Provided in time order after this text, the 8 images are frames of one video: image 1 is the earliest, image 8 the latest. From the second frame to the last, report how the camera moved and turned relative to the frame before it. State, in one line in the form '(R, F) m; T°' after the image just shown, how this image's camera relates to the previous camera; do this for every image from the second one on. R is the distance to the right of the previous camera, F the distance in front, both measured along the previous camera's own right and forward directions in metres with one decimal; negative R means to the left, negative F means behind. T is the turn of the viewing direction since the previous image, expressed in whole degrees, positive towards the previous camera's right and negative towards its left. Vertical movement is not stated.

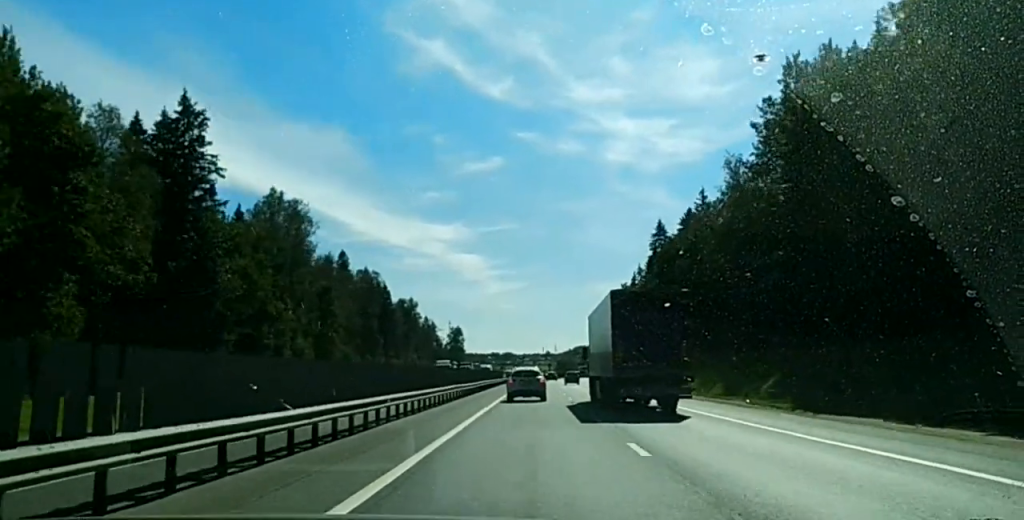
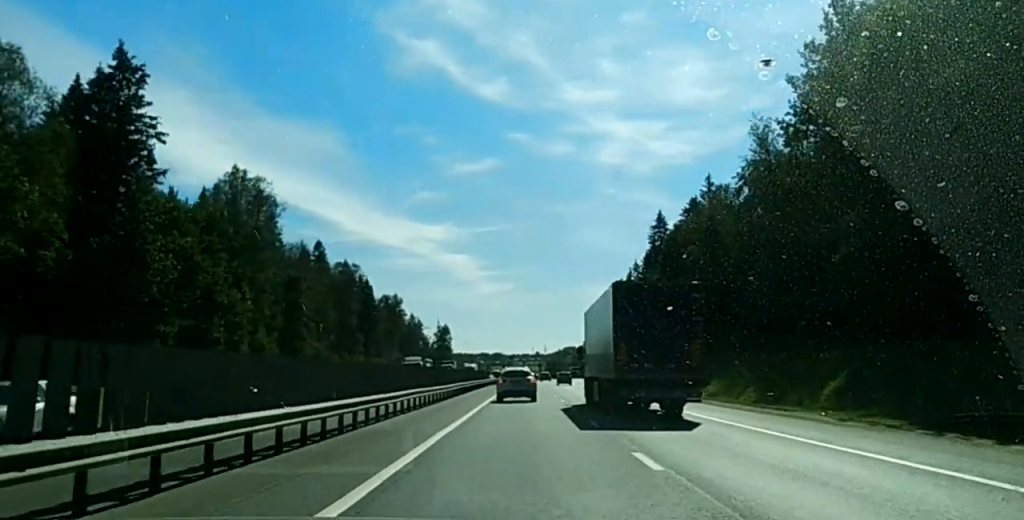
(0.0, +12.8) m; 0°
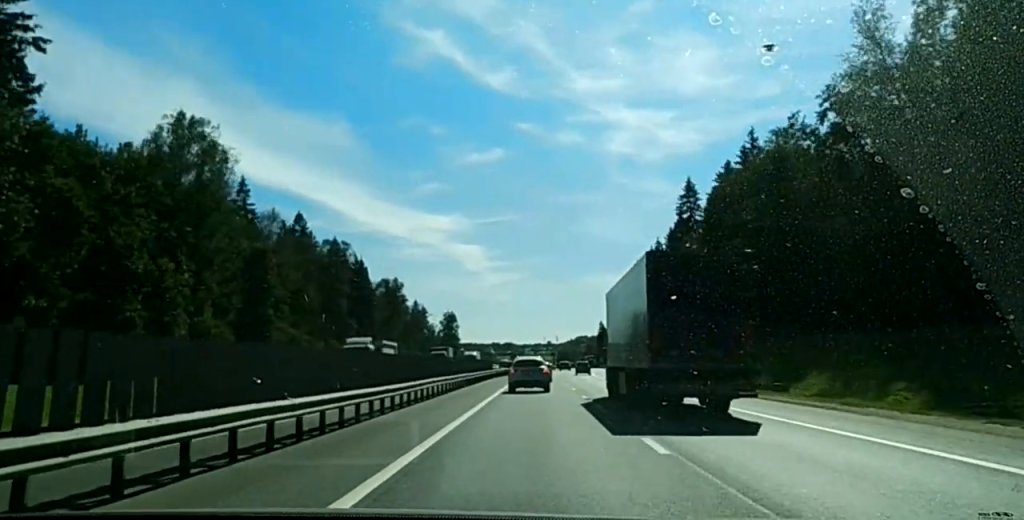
(-0.2, +21.6) m; 0°
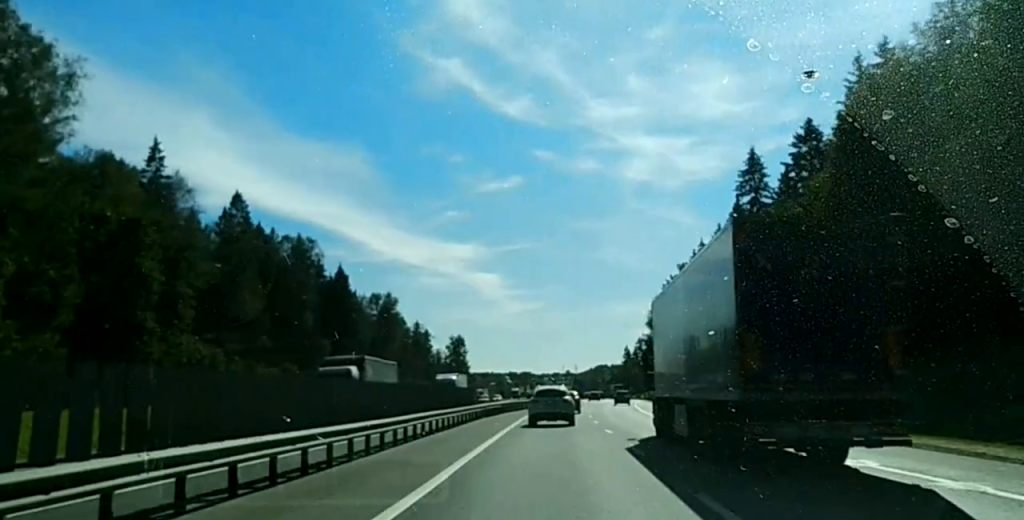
(+0.6, +36.8) m; +2°
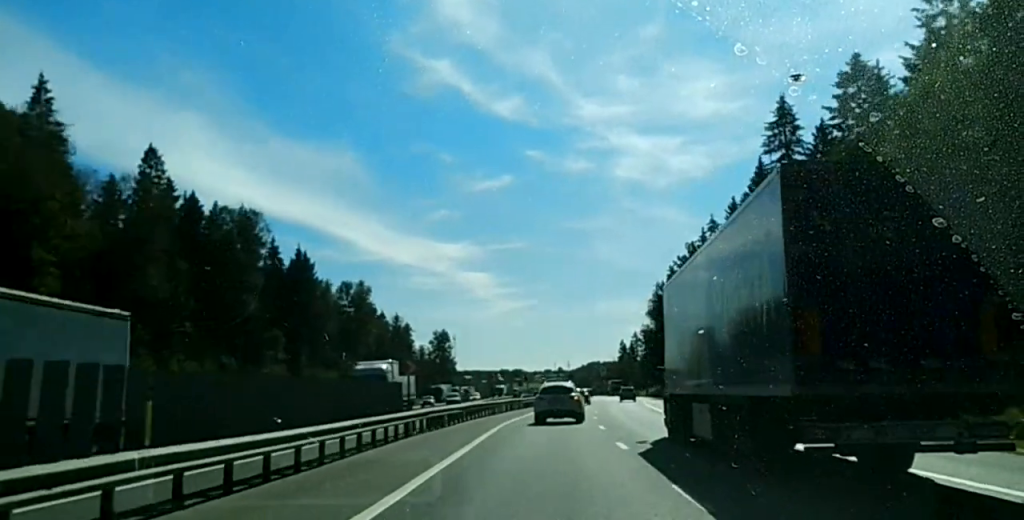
(+0.2, +21.7) m; +2°
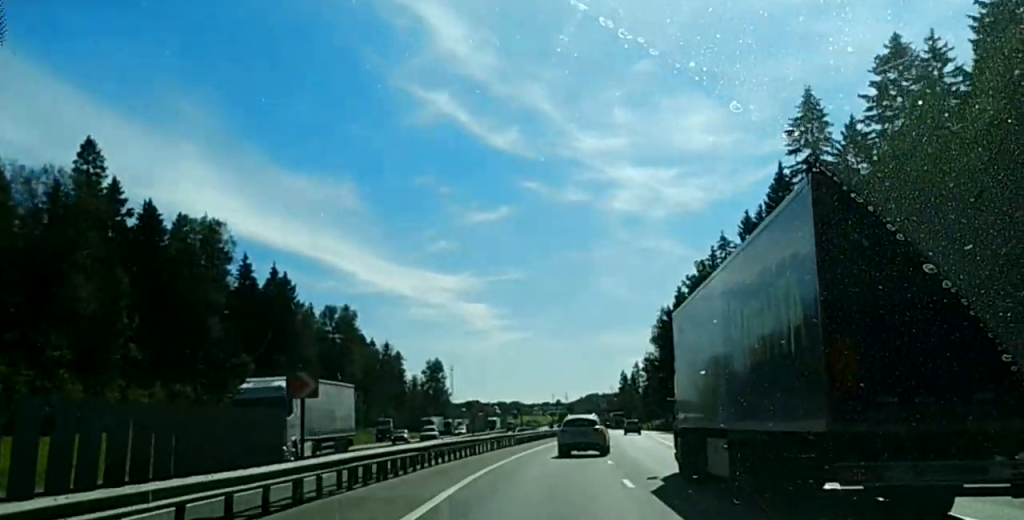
(+0.2, +12.9) m; +1°
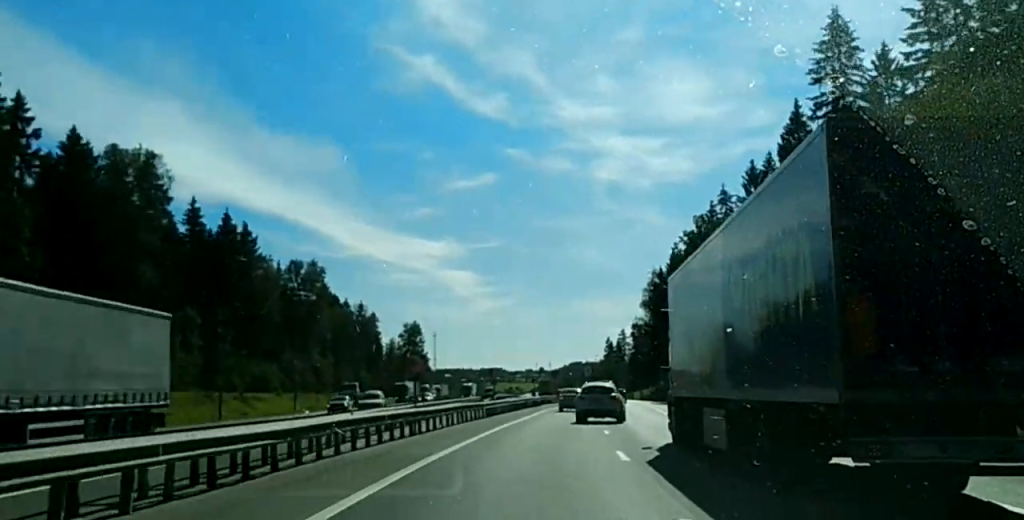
(+0.1, +13.4) m; +1°
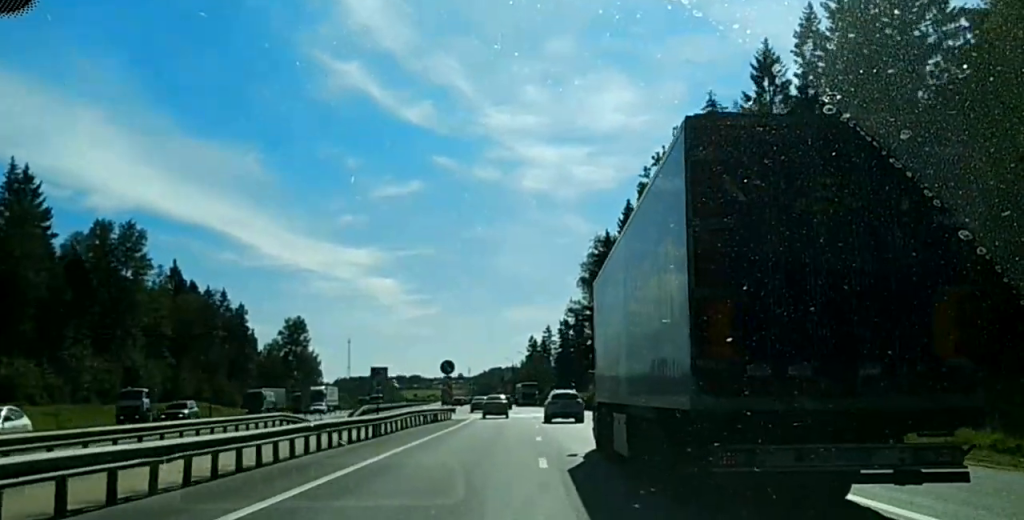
(+0.8, +45.2) m; +2°
